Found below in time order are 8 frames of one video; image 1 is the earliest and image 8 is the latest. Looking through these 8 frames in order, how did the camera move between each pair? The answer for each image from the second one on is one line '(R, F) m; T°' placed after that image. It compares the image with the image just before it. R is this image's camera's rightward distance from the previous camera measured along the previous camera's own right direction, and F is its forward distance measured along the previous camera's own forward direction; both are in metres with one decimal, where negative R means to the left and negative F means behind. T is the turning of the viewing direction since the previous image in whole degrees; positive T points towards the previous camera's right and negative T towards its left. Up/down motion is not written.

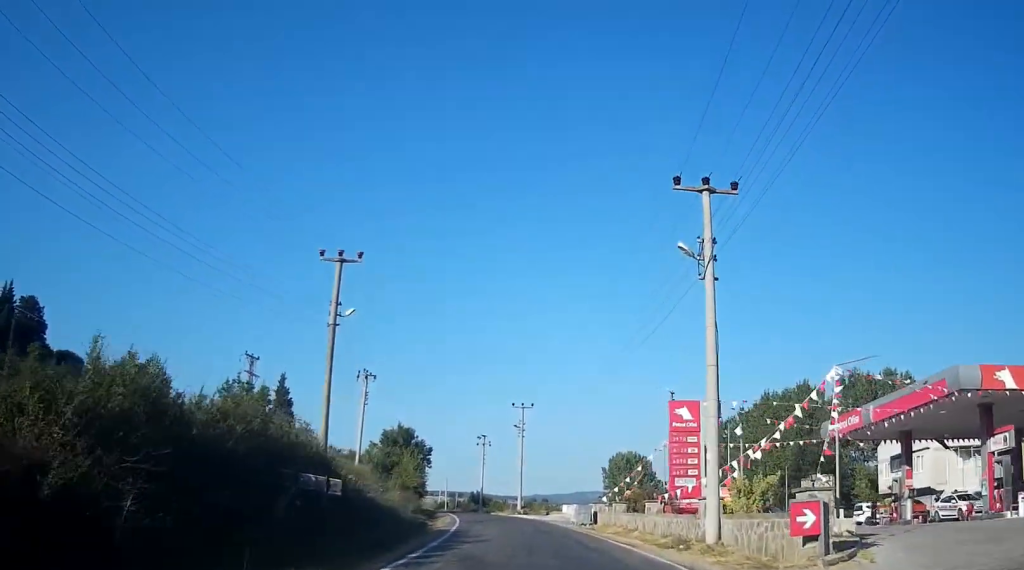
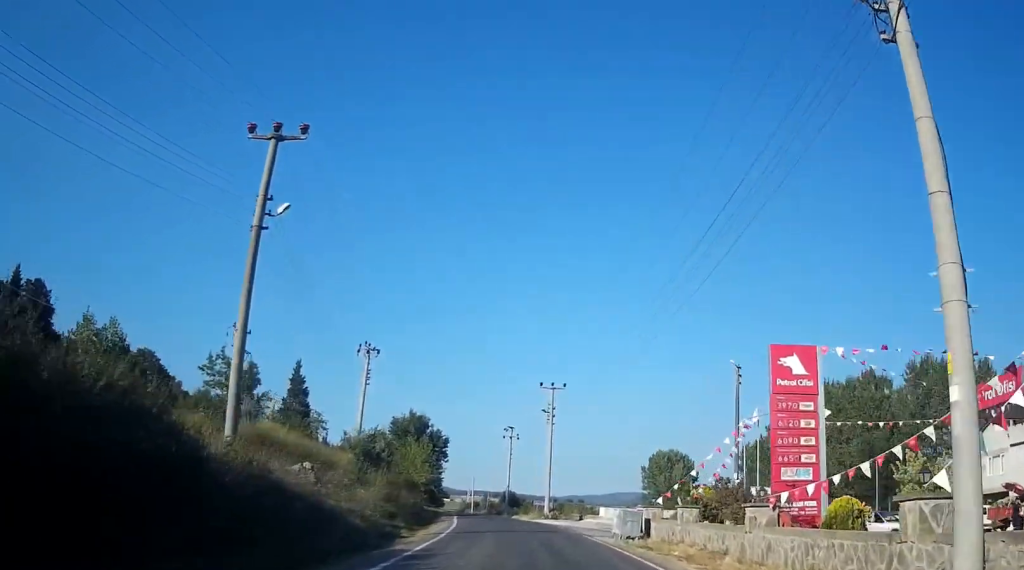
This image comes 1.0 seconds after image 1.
(-0.6, +9.5) m; -4°
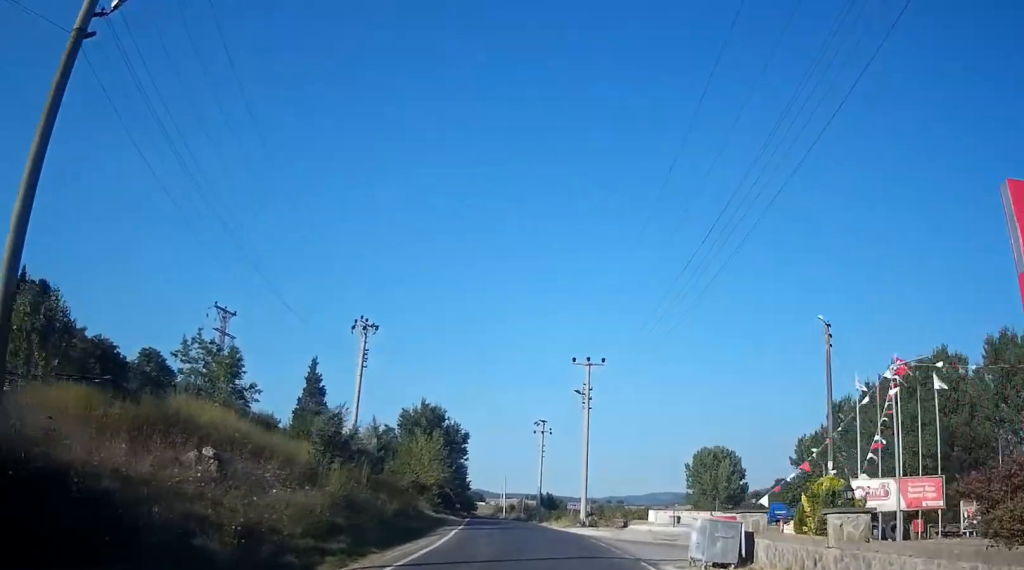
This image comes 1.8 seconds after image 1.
(0.0, +9.0) m; 0°
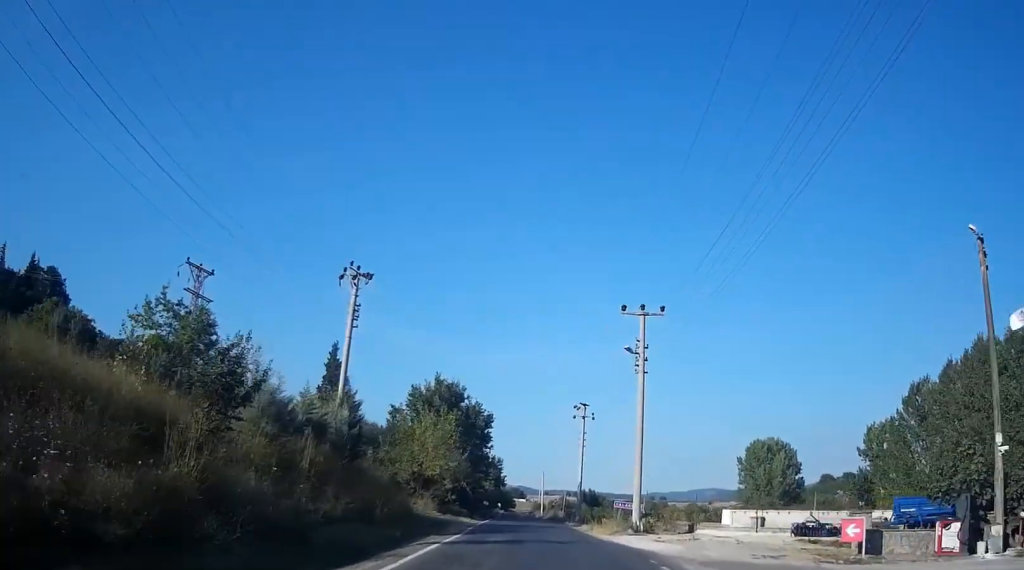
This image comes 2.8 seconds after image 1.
(0.0, +9.8) m; 0°
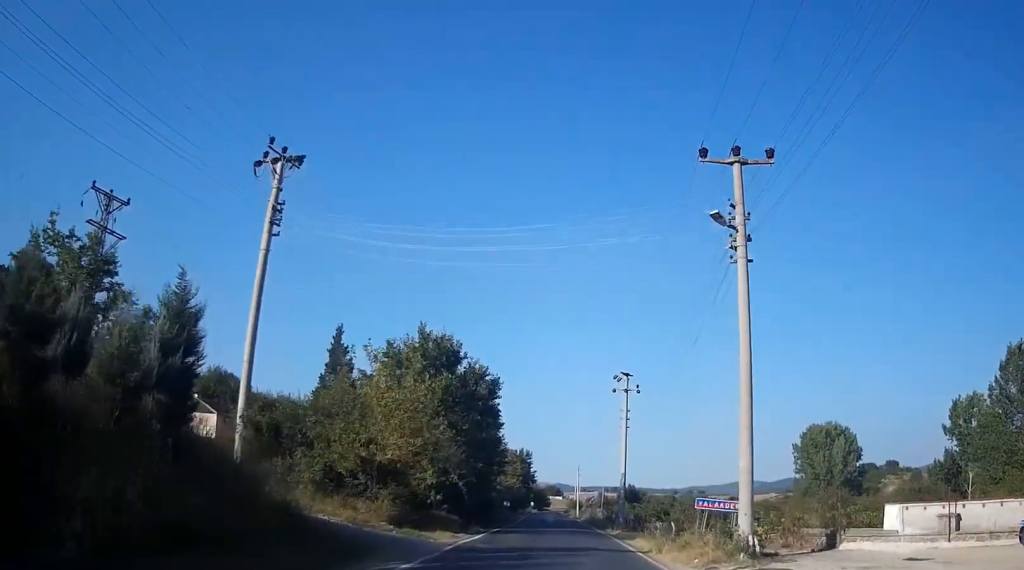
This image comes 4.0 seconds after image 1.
(0.0, +12.7) m; 0°
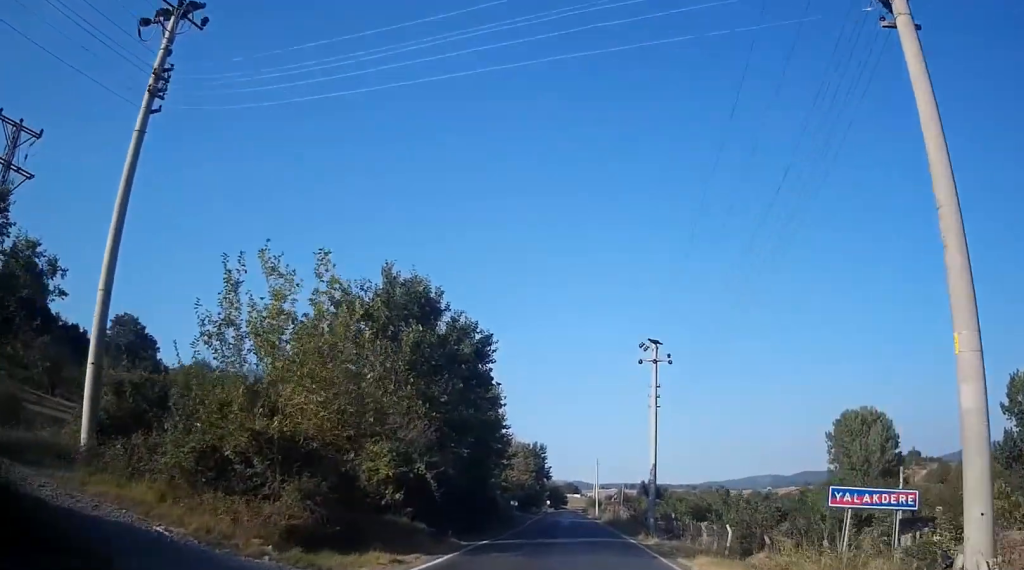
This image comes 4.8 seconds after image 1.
(0.0, +7.9) m; 0°
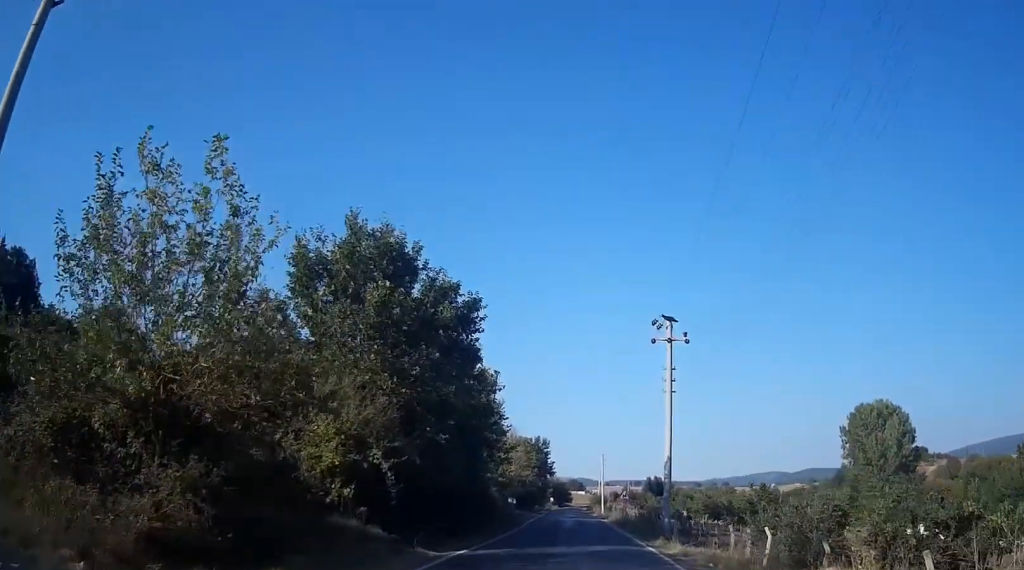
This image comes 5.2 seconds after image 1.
(0.0, +4.5) m; 0°
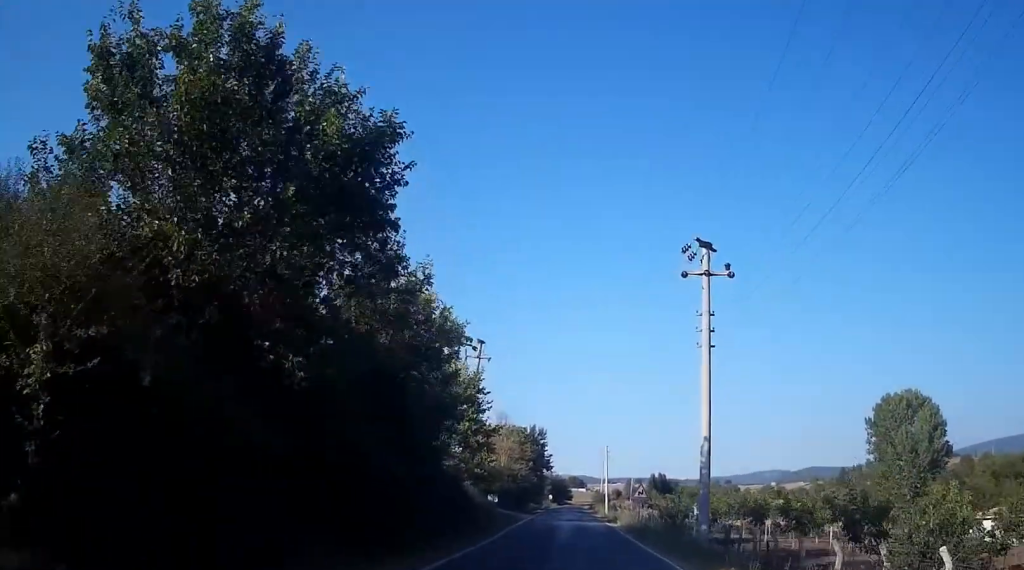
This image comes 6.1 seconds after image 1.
(0.0, +9.3) m; -3°
